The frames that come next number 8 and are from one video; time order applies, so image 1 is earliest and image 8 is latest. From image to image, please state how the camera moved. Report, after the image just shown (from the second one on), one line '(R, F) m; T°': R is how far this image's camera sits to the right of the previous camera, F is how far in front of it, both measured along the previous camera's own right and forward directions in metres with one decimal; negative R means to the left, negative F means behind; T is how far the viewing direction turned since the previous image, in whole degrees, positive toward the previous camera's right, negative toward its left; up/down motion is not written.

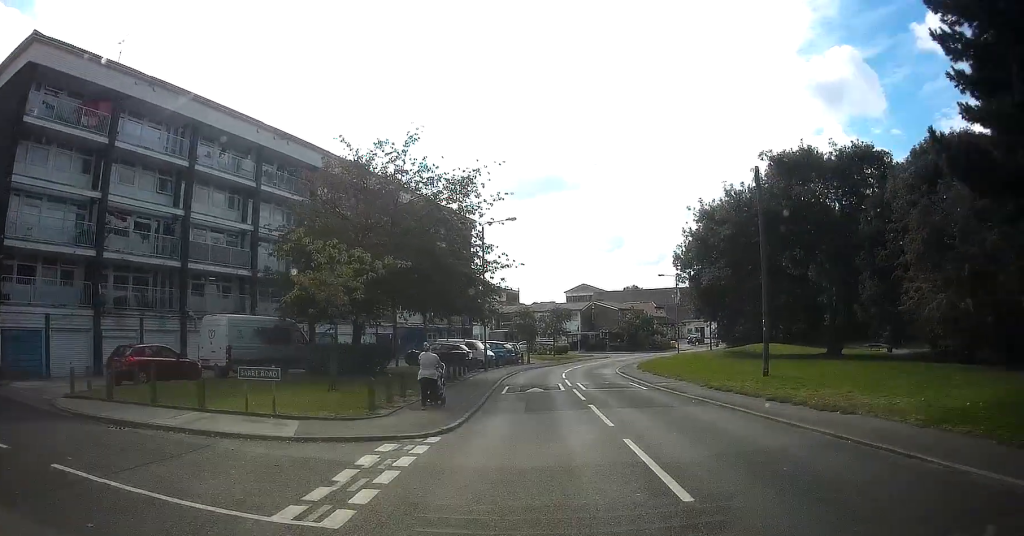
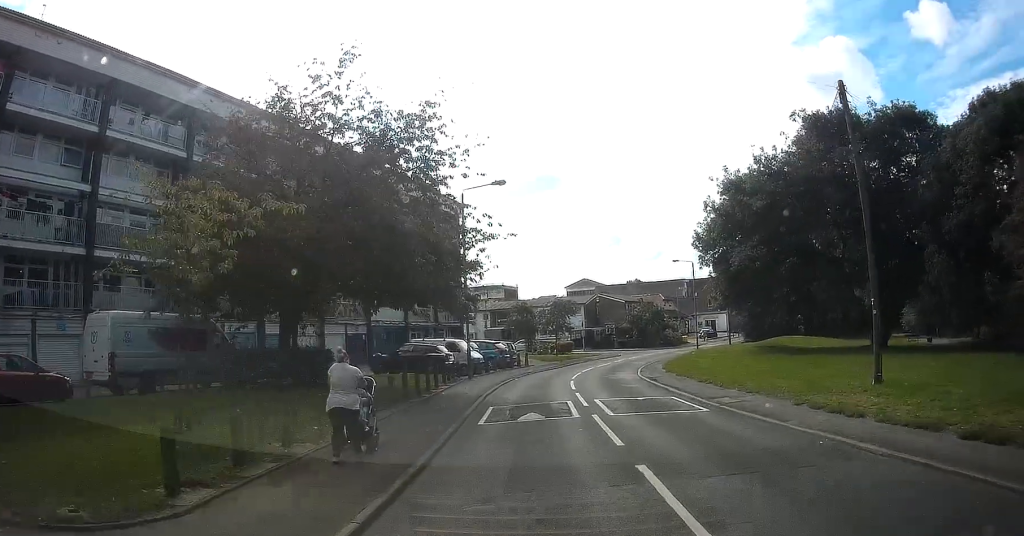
(0.0, +7.6) m; 0°
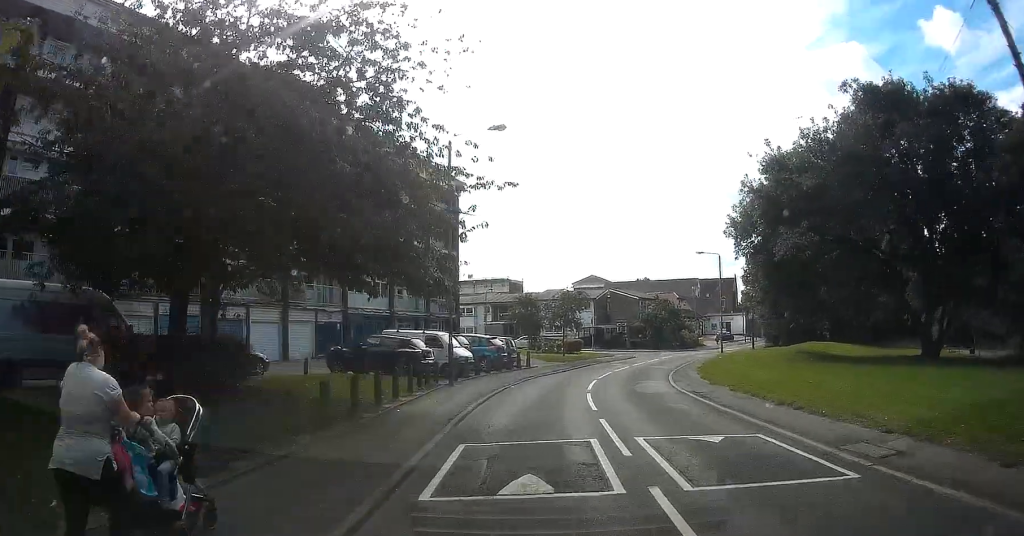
(0.0, +6.4) m; 0°
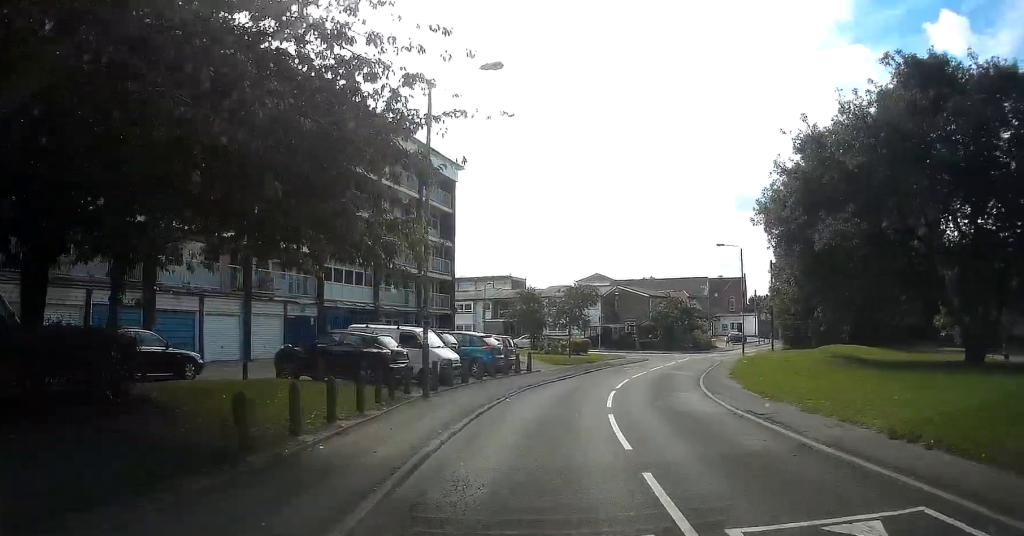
(0.0, +4.7) m; 0°
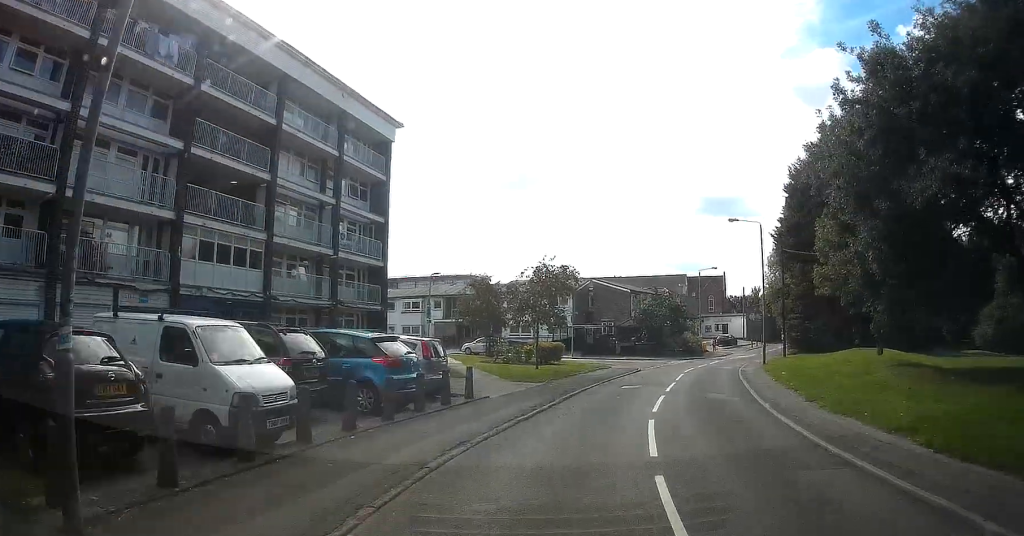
(0.0, +11.1) m; +4°
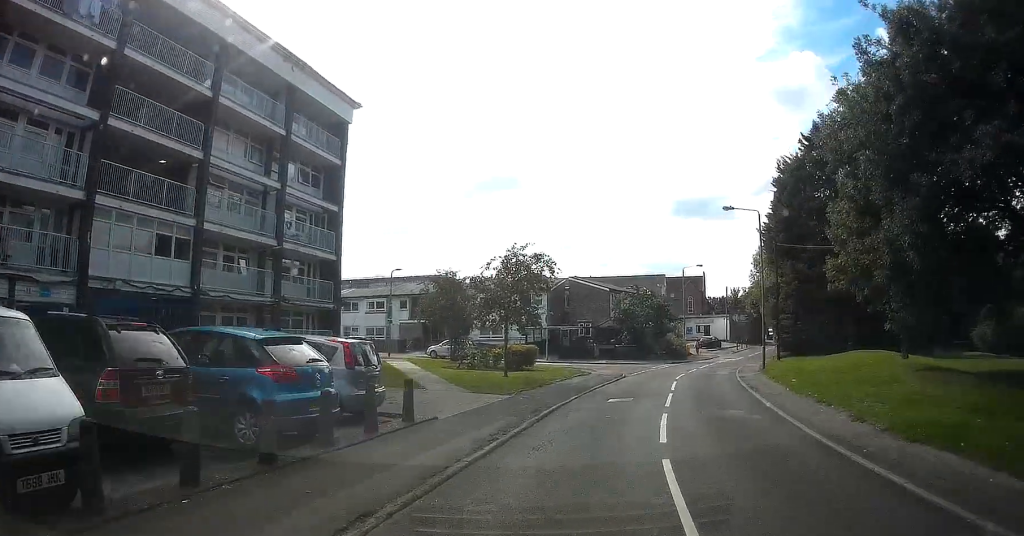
(+0.2, +4.0) m; +3°
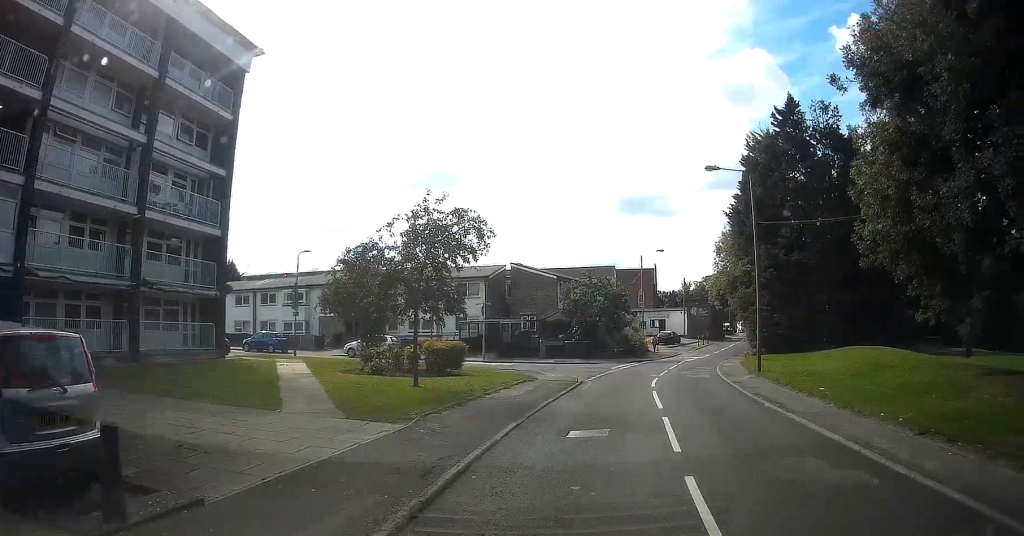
(+0.4, +6.8) m; +5°
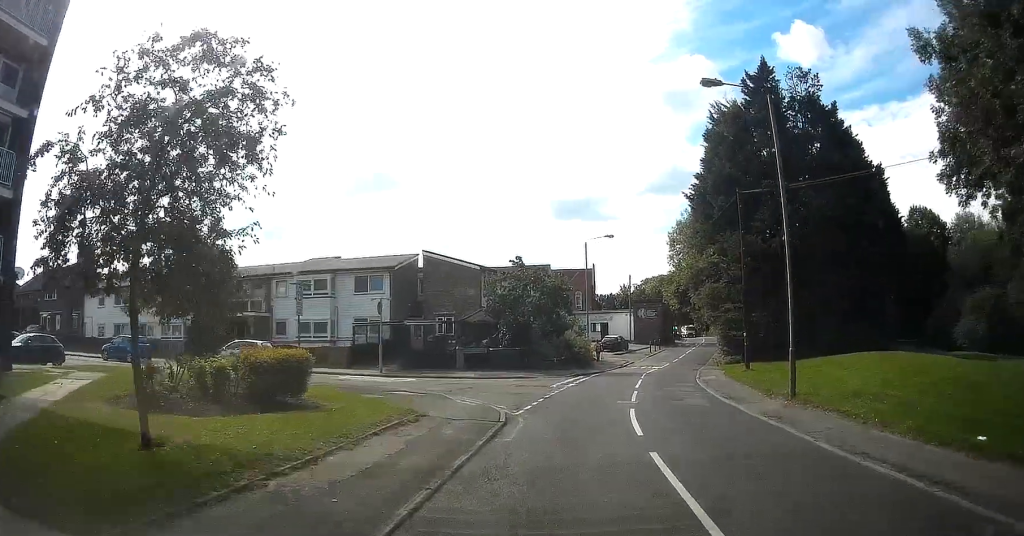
(+0.4, +9.4) m; +5°
